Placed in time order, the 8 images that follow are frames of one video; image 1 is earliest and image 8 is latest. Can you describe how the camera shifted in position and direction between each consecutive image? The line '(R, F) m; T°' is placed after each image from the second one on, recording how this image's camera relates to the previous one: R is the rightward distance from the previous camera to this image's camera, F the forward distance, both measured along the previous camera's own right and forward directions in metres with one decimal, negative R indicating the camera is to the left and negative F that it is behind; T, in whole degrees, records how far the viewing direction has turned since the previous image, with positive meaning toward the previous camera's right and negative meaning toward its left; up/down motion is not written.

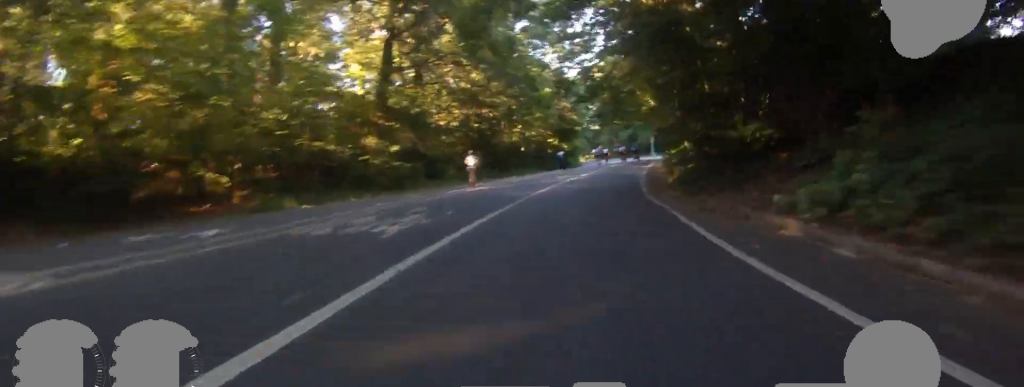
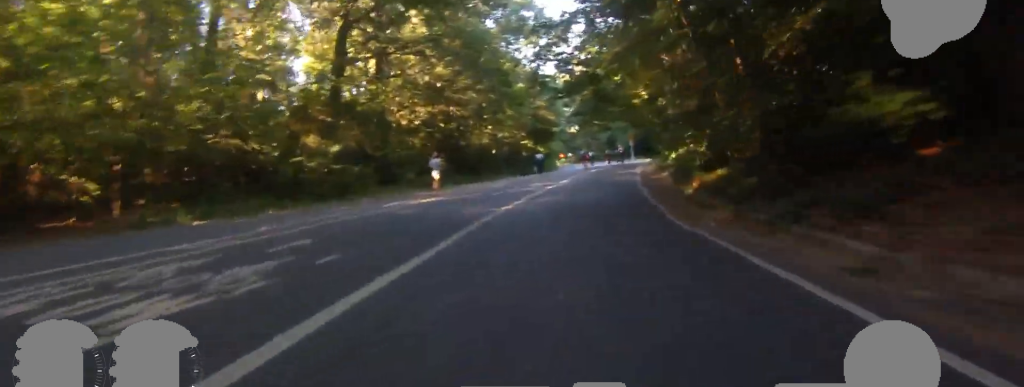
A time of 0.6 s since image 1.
(0.0, +5.6) m; 0°
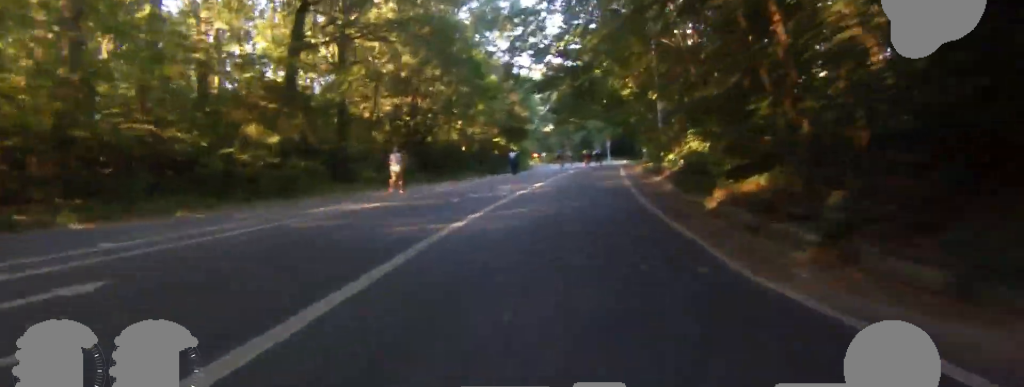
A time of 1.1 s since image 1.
(0.0, +3.9) m; 0°
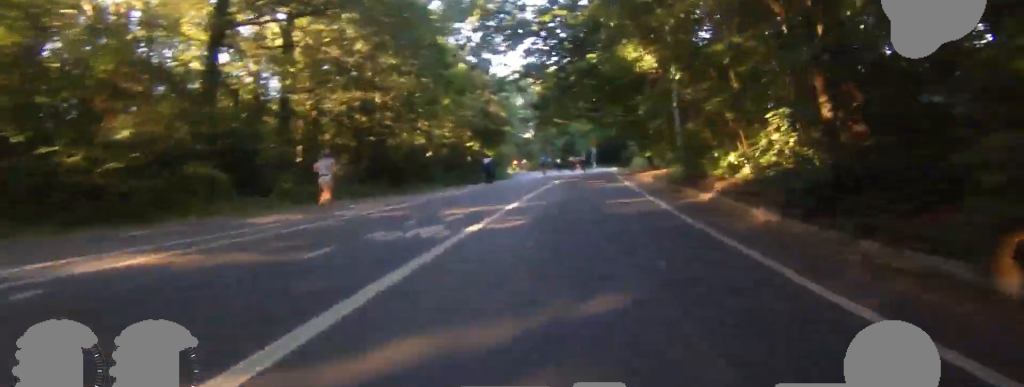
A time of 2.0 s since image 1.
(0.0, +7.9) m; 0°
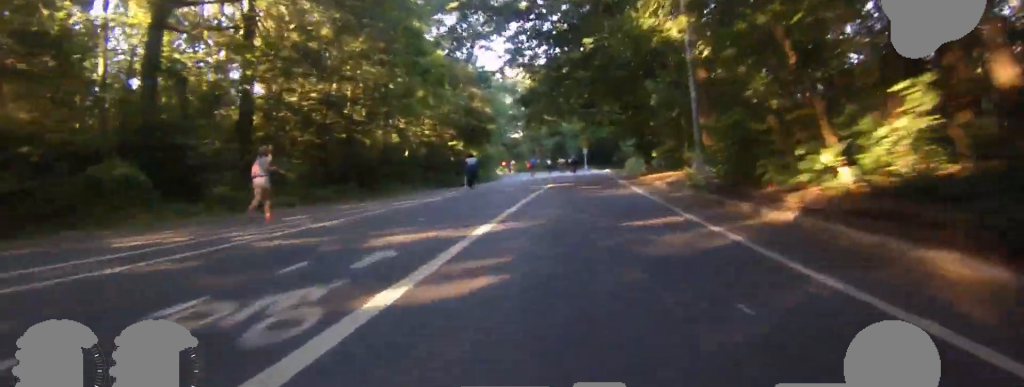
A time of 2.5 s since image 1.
(0.0, +4.4) m; 0°
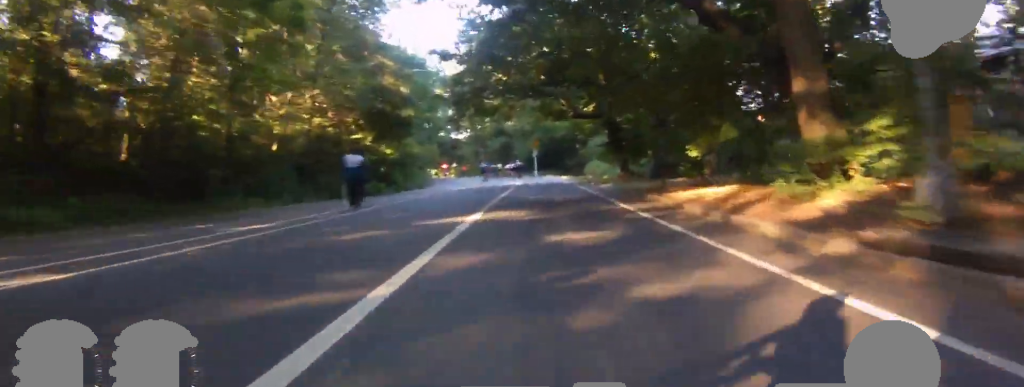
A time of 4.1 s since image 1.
(0.0, +13.9) m; 0°
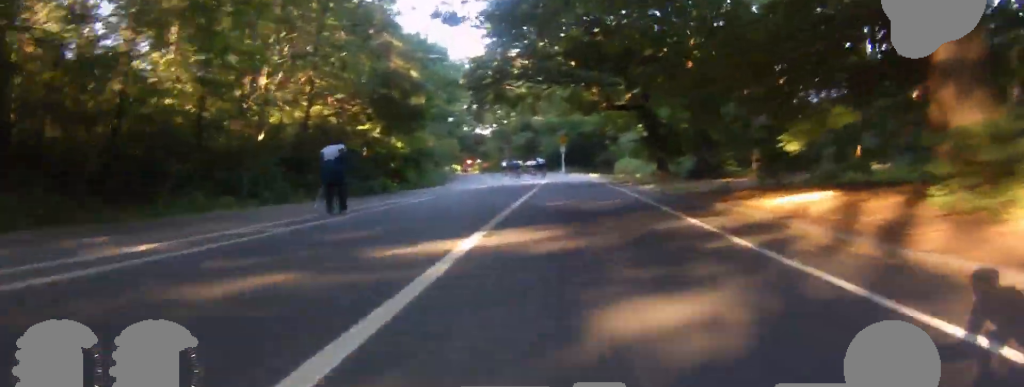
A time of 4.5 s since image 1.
(0.0, +4.0) m; +3°
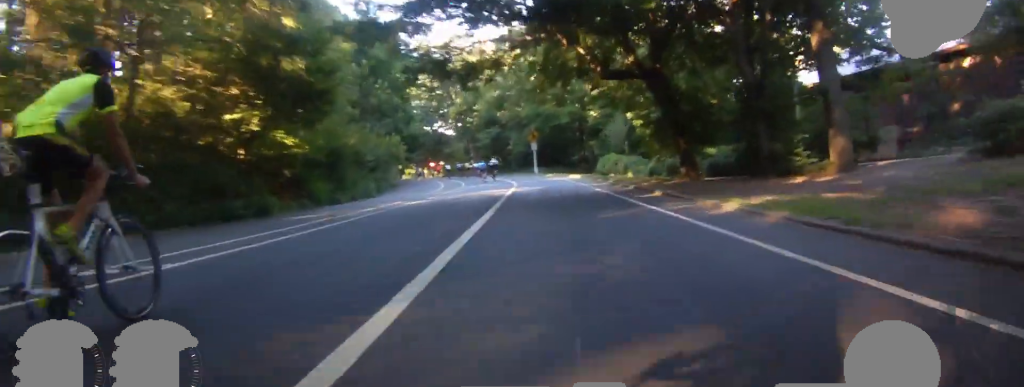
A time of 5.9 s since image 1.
(+0.9, +11.3) m; +10°
